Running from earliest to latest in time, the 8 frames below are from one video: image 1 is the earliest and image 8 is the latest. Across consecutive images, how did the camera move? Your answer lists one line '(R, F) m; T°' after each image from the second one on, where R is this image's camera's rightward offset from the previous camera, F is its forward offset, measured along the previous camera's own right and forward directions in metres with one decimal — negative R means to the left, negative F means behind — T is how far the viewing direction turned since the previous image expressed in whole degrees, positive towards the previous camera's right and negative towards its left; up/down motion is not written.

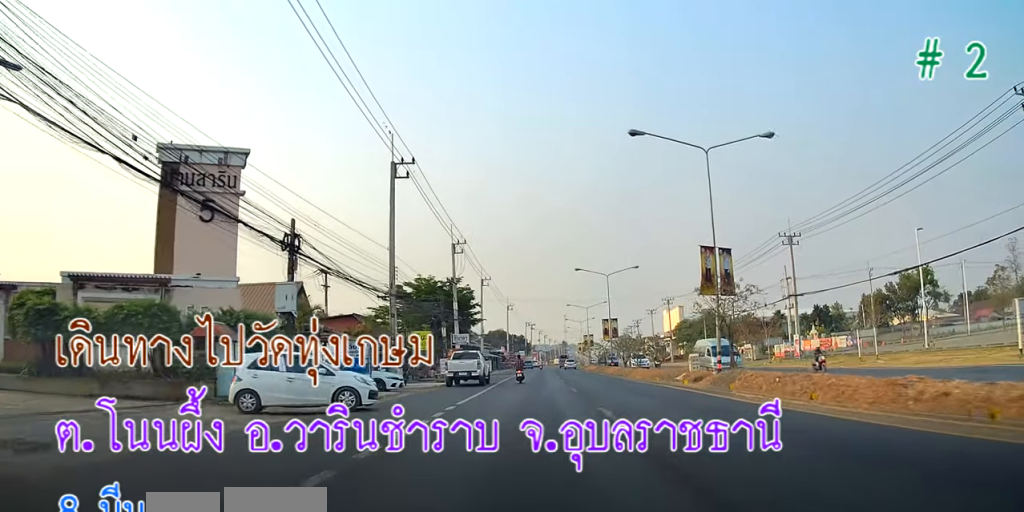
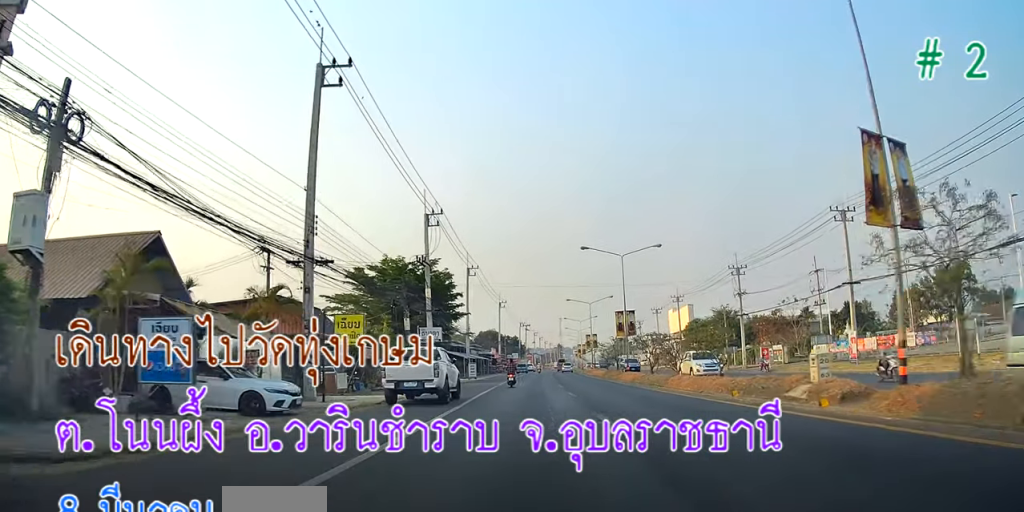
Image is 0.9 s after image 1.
(0.0, +13.2) m; 0°
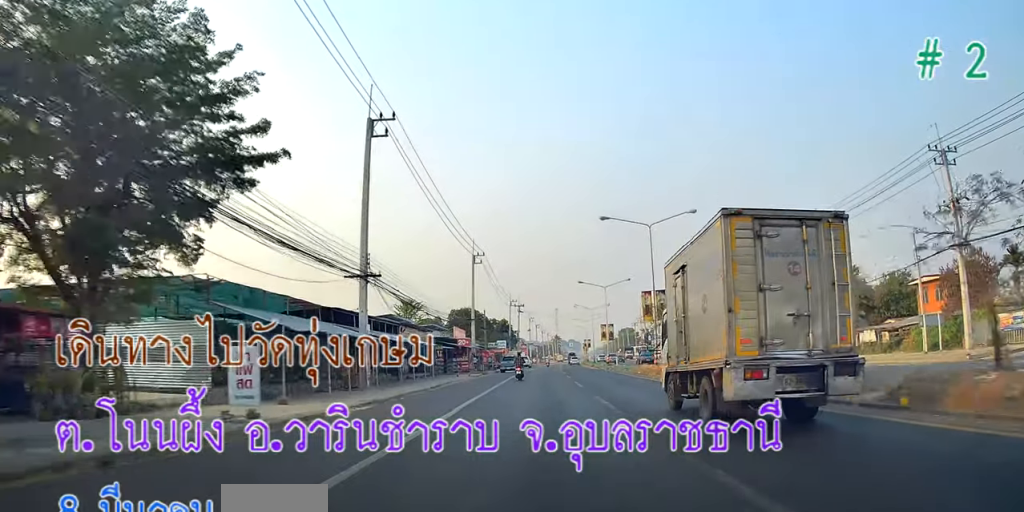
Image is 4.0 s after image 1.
(+1.8, +45.8) m; +2°
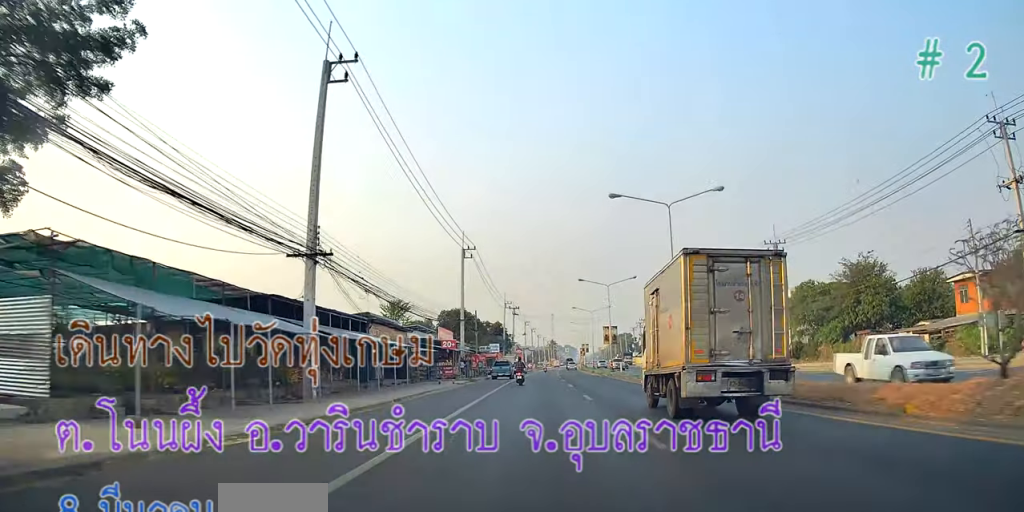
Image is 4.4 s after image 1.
(-0.3, +6.9) m; -2°
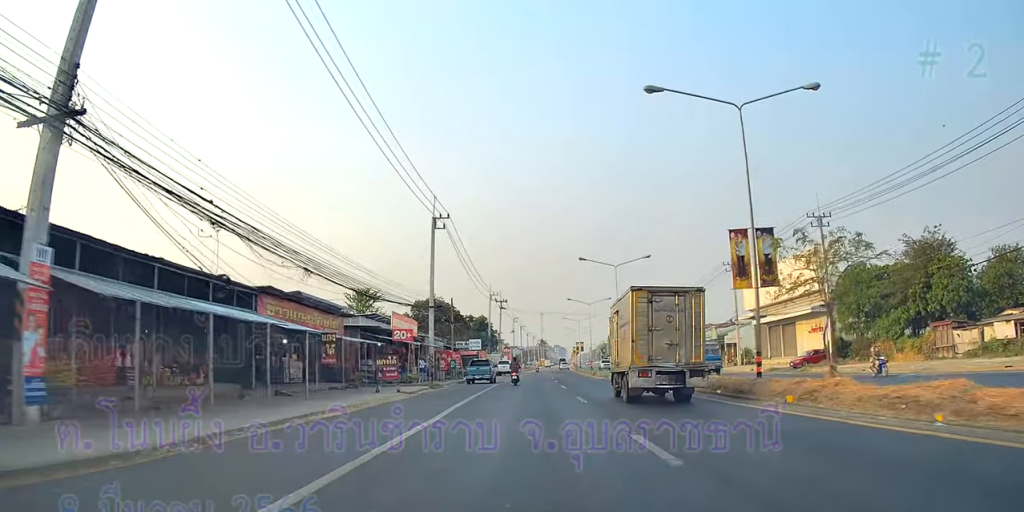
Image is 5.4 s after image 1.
(-0.1, +13.7) m; +2°
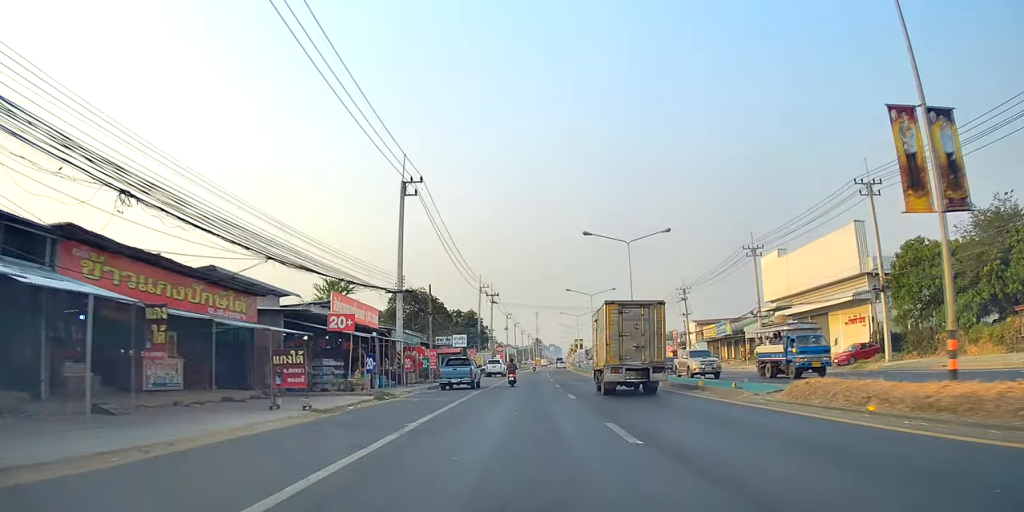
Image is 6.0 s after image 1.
(+0.3, +9.9) m; +1°
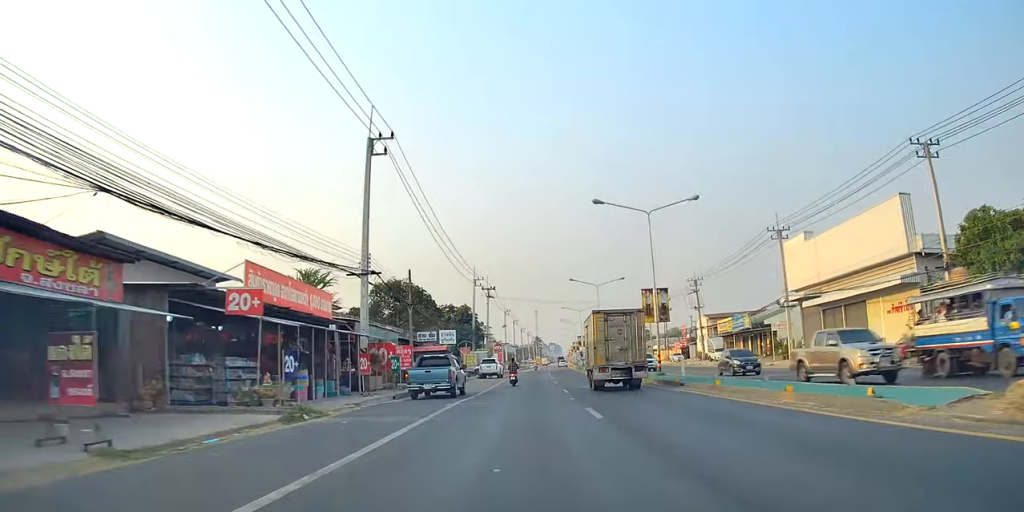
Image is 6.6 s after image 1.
(+0.4, +8.2) m; 0°
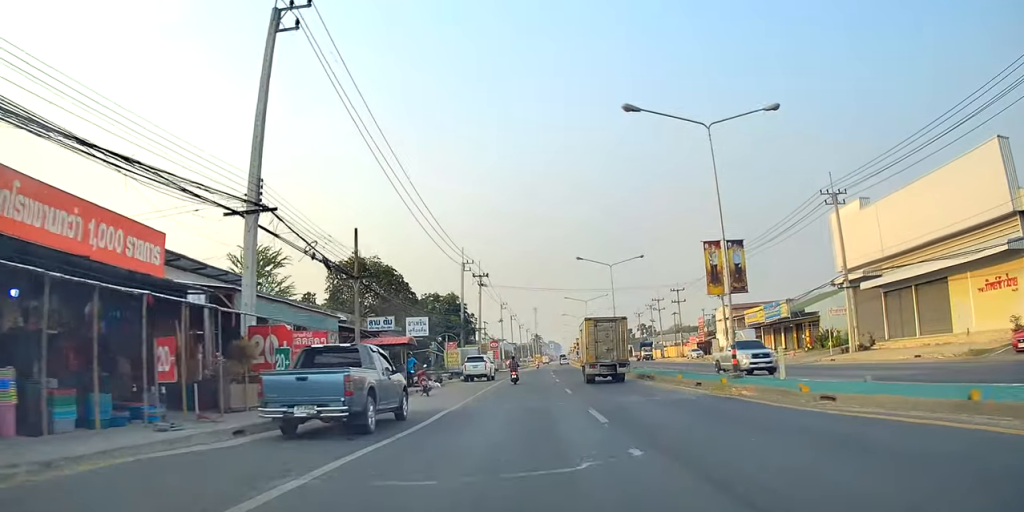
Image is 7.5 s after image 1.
(-0.7, +13.3) m; 0°
